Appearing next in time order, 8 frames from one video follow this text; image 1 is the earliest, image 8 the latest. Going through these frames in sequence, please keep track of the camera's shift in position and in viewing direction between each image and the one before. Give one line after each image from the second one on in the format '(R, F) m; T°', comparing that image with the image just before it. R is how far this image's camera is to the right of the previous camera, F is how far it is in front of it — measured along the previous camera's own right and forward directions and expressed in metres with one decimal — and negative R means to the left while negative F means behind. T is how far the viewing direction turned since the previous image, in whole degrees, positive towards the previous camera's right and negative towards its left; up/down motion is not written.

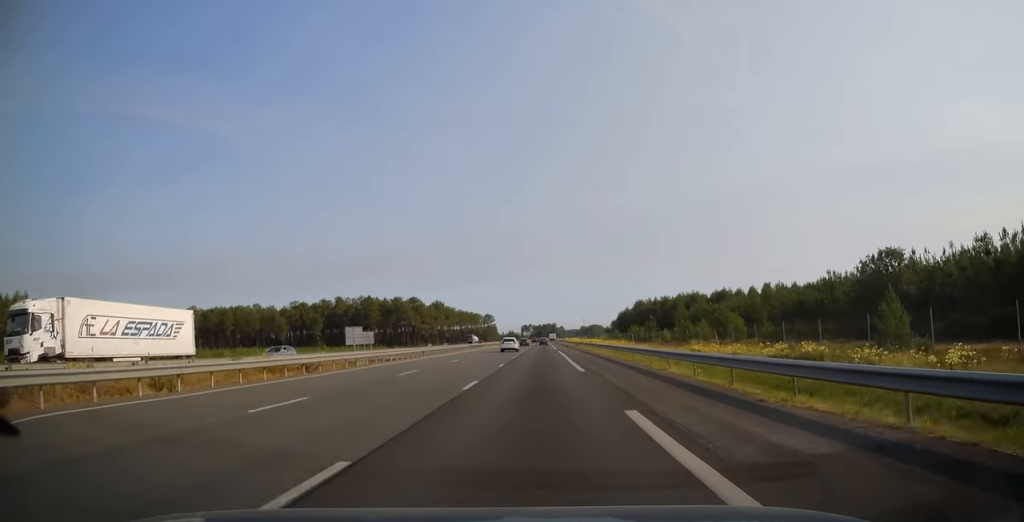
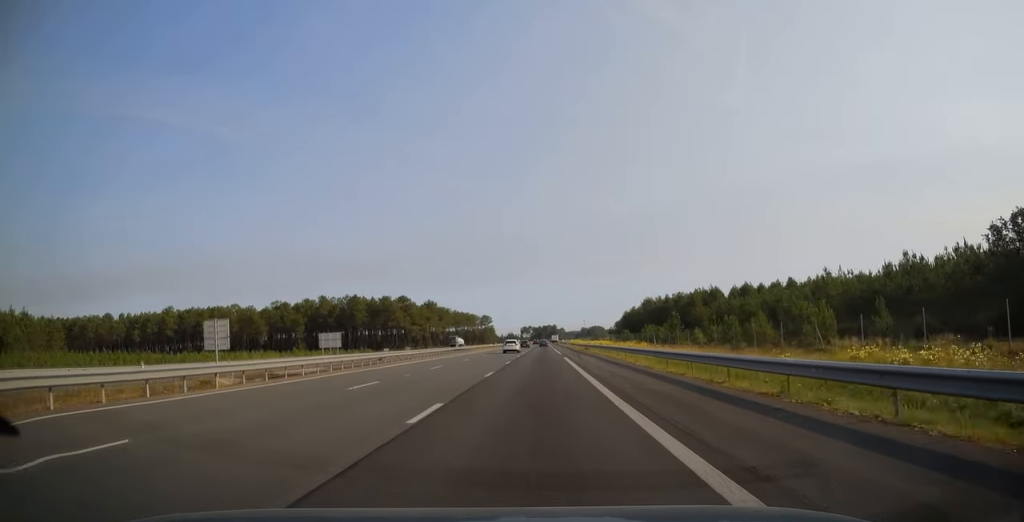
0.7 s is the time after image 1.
(0.0, +19.7) m; 0°
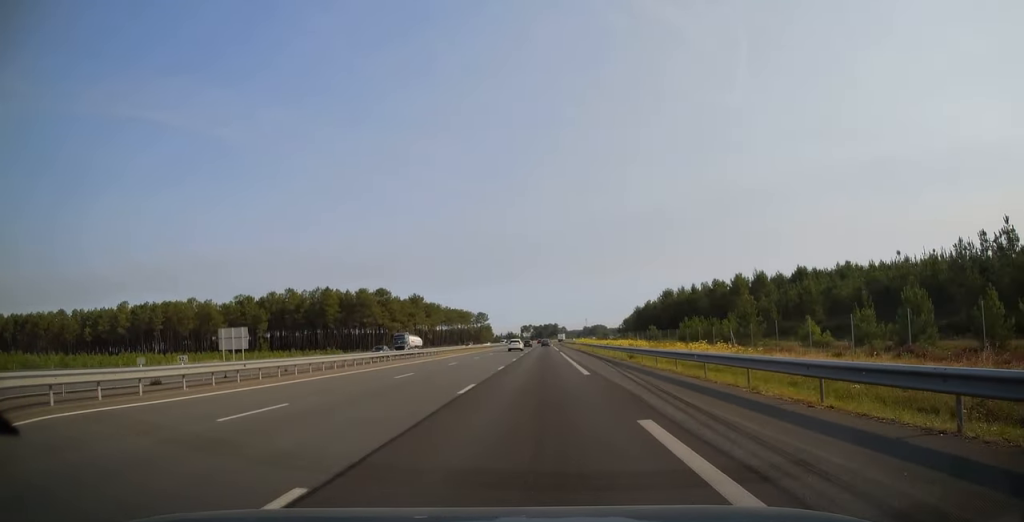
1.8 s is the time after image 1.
(0.0, +33.5) m; 0°
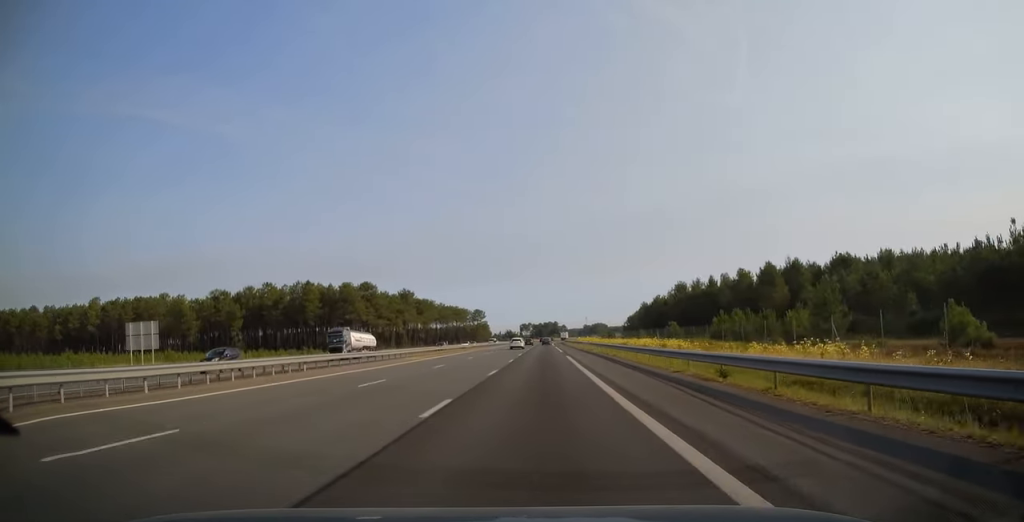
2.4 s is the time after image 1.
(0.0, +17.7) m; 0°
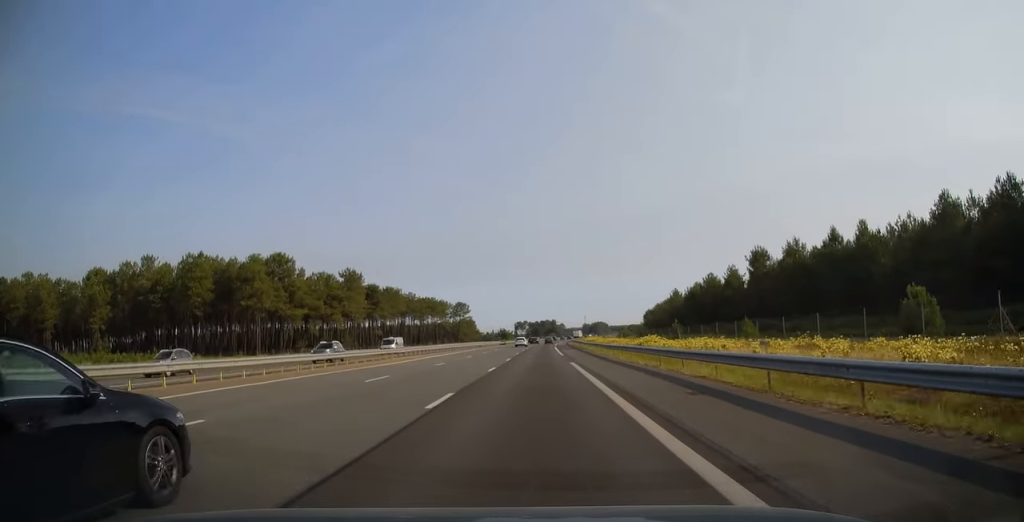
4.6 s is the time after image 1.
(+0.1, +63.9) m; 0°
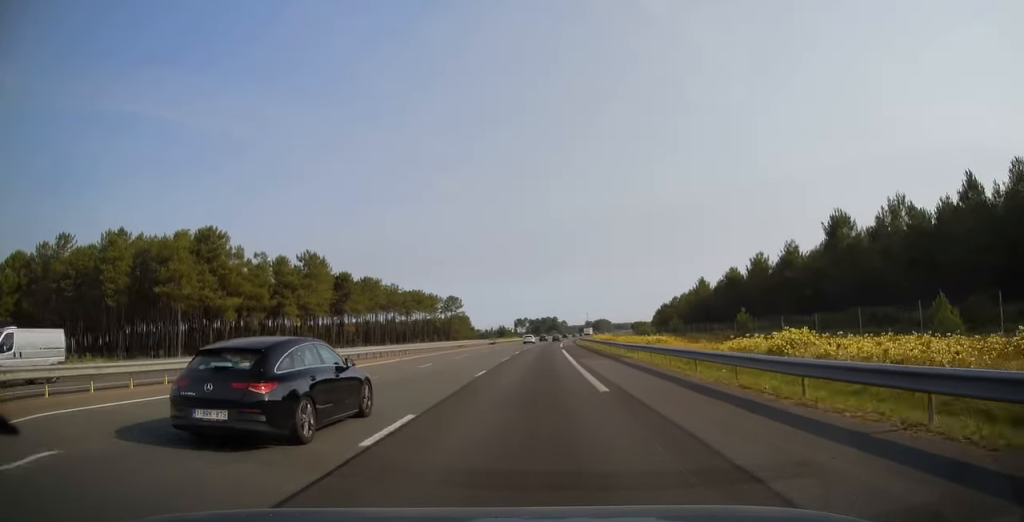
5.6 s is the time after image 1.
(0.0, +30.0) m; 0°
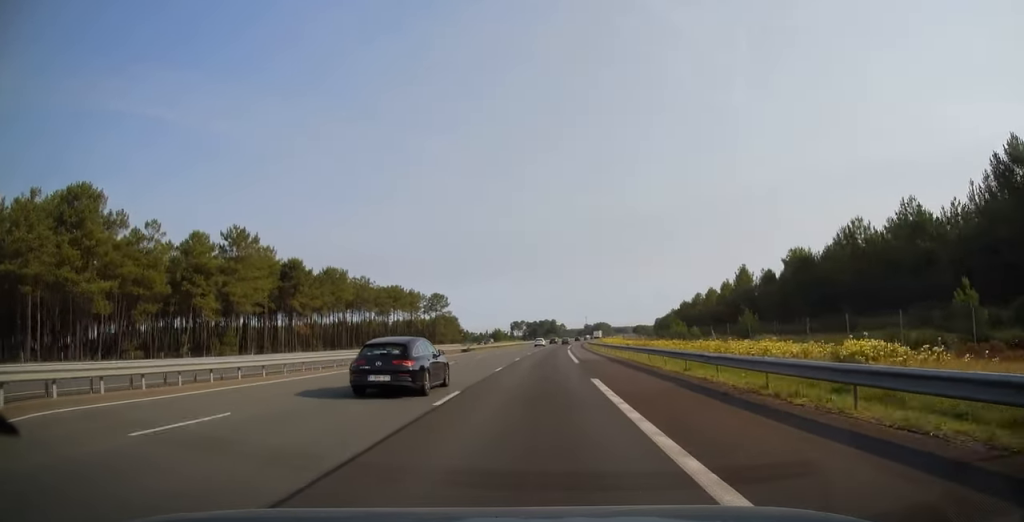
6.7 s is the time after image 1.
(0.0, +33.9) m; +1°
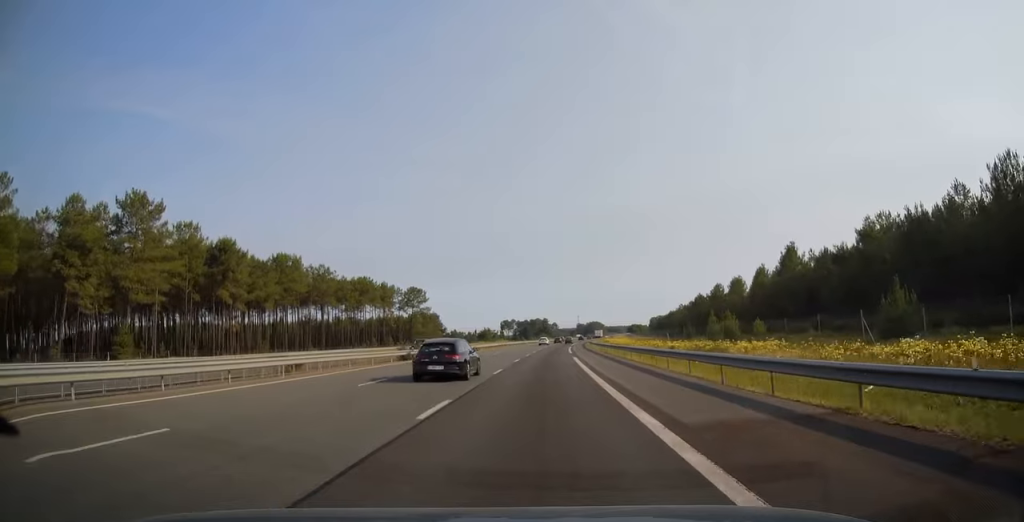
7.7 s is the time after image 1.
(+0.2, +28.1) m; +1°
